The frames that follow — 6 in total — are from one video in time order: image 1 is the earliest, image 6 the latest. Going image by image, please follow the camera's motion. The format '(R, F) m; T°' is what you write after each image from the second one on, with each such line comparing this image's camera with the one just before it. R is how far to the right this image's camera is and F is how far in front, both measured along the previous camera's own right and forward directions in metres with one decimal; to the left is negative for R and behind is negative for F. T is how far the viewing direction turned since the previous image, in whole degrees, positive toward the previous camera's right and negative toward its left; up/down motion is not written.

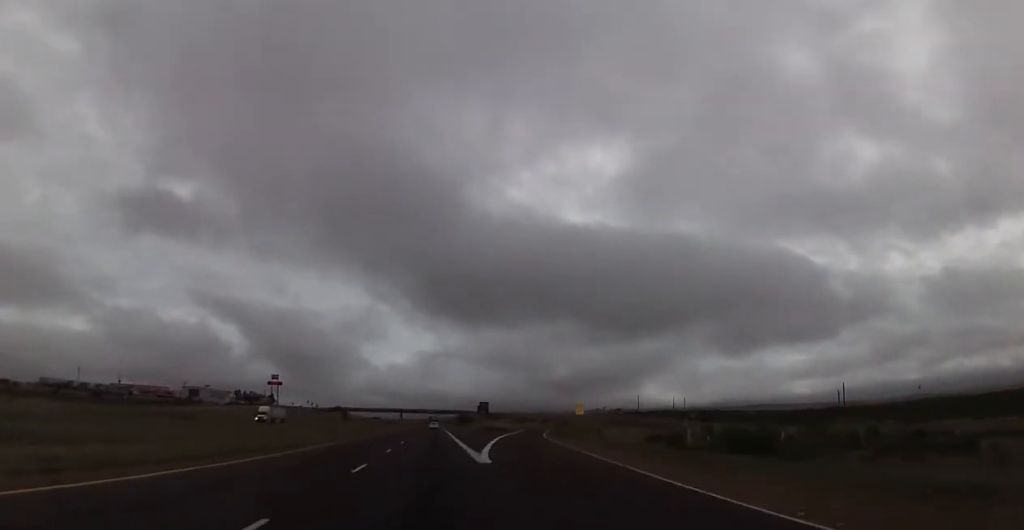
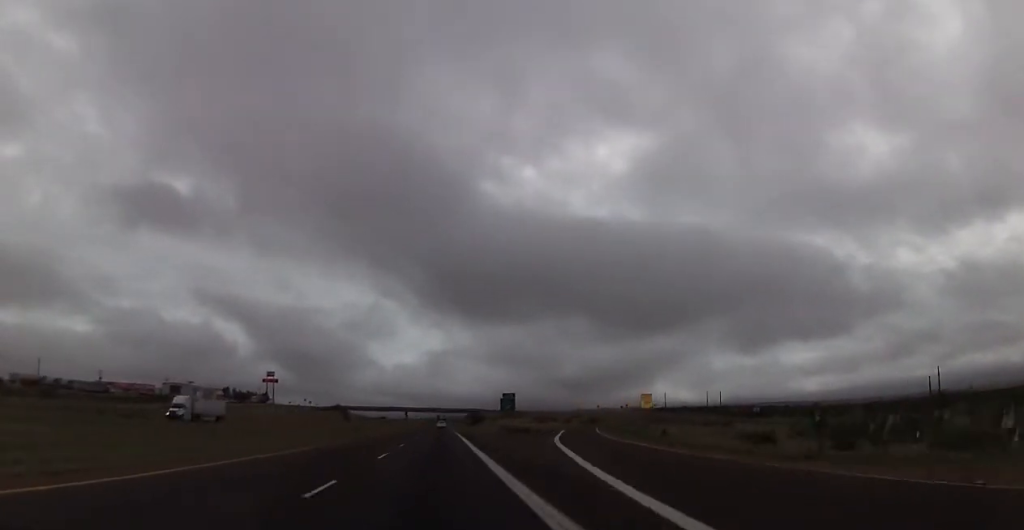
(-0.1, +30.7) m; 0°
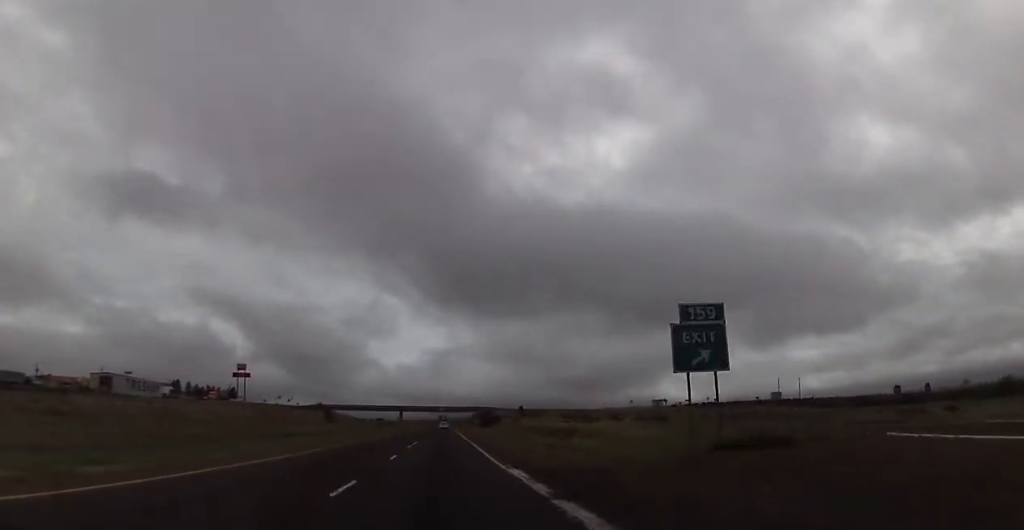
(0.0, +60.1) m; 0°
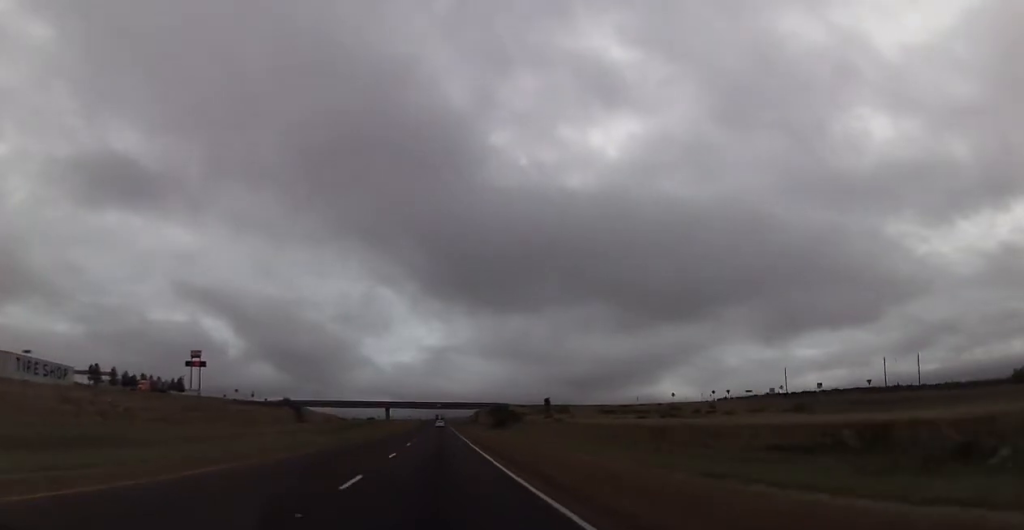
(+0.1, +59.2) m; 0°
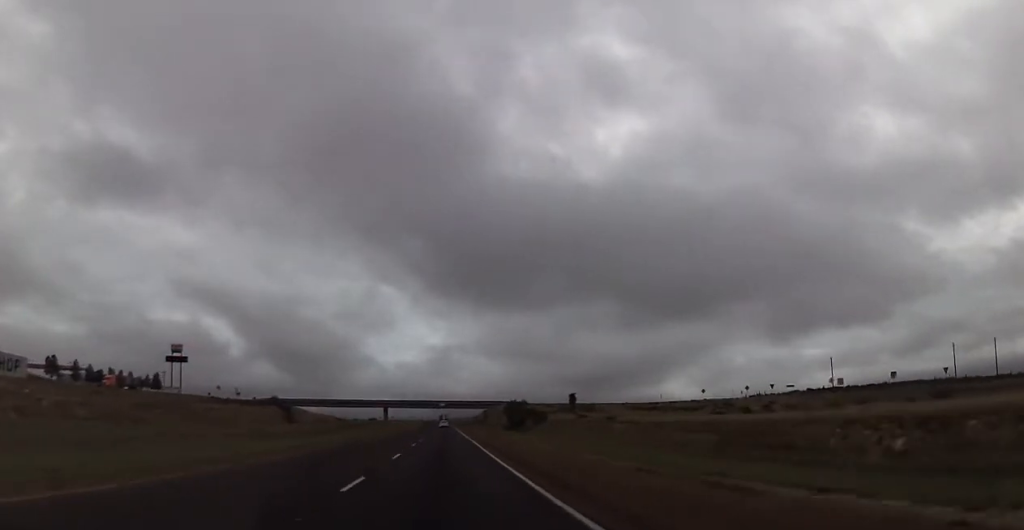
(+0.1, +25.0) m; -1°
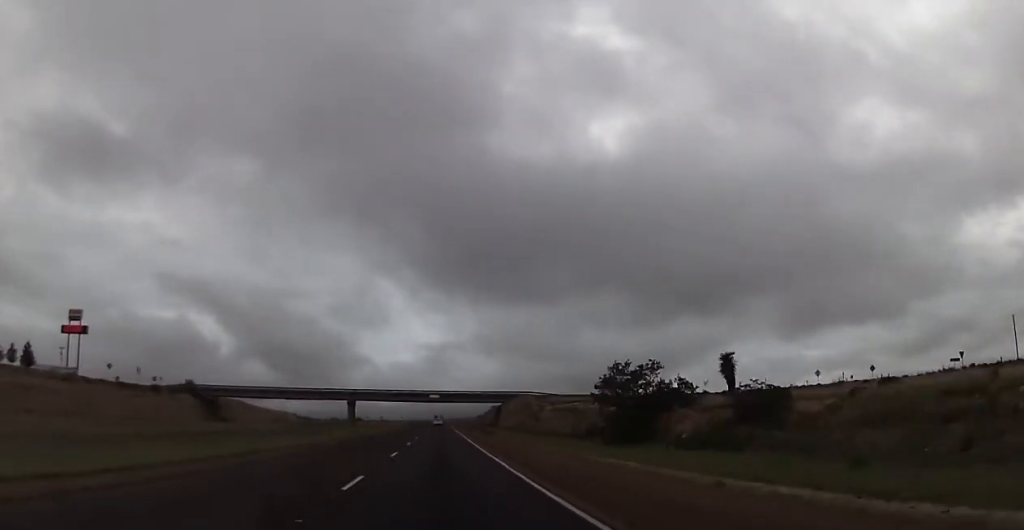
(-0.1, +72.8) m; +1°
